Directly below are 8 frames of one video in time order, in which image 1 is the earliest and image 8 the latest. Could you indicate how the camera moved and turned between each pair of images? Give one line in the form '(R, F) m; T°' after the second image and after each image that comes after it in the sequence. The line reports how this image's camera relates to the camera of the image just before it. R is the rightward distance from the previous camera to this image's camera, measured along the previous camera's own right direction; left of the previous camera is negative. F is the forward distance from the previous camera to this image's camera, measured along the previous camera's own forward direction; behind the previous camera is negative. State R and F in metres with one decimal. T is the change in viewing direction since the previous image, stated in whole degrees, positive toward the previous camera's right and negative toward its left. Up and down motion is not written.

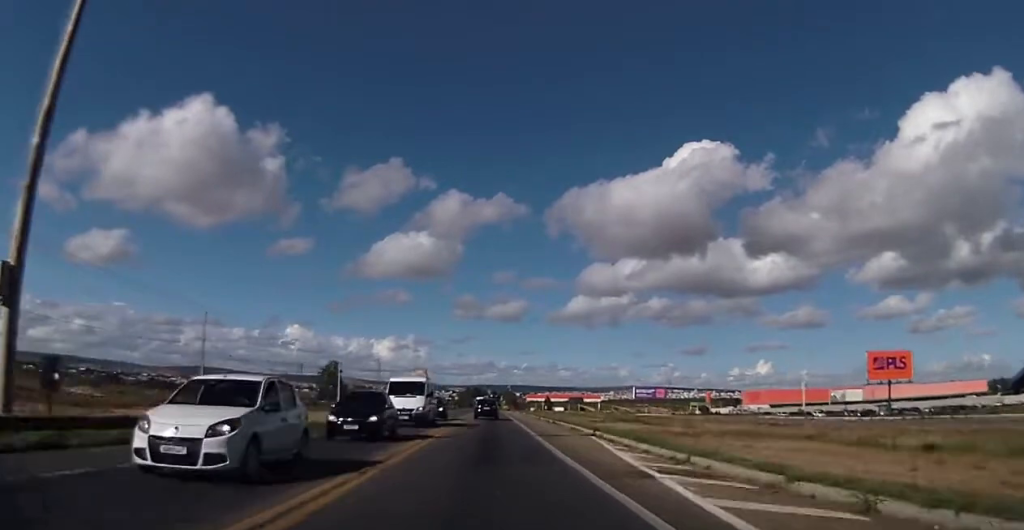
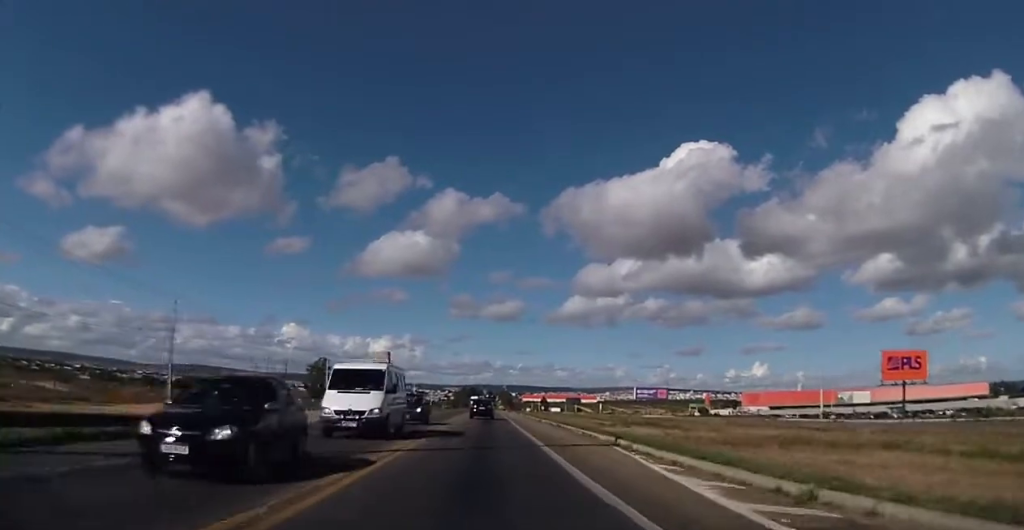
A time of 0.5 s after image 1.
(-0.4, +6.4) m; 0°
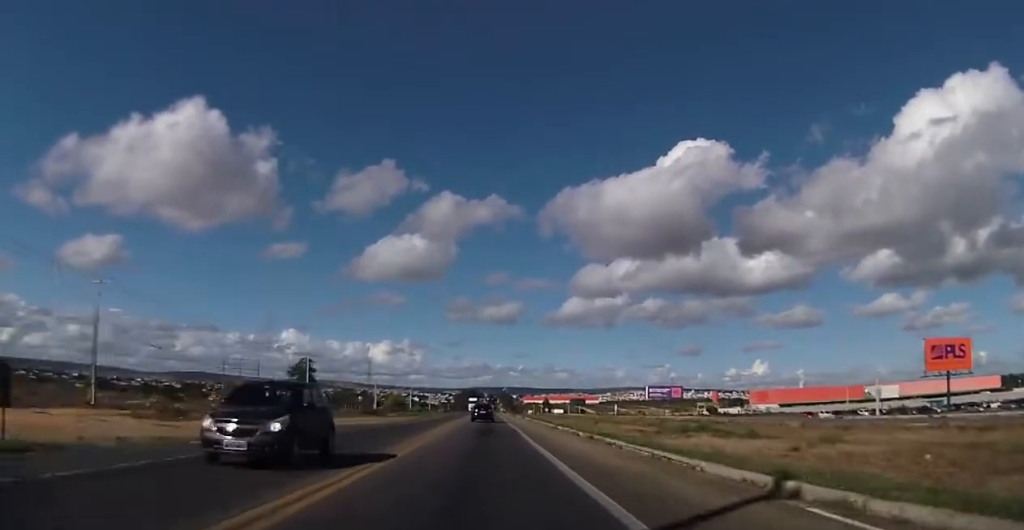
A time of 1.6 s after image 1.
(+0.3, +13.4) m; +2°
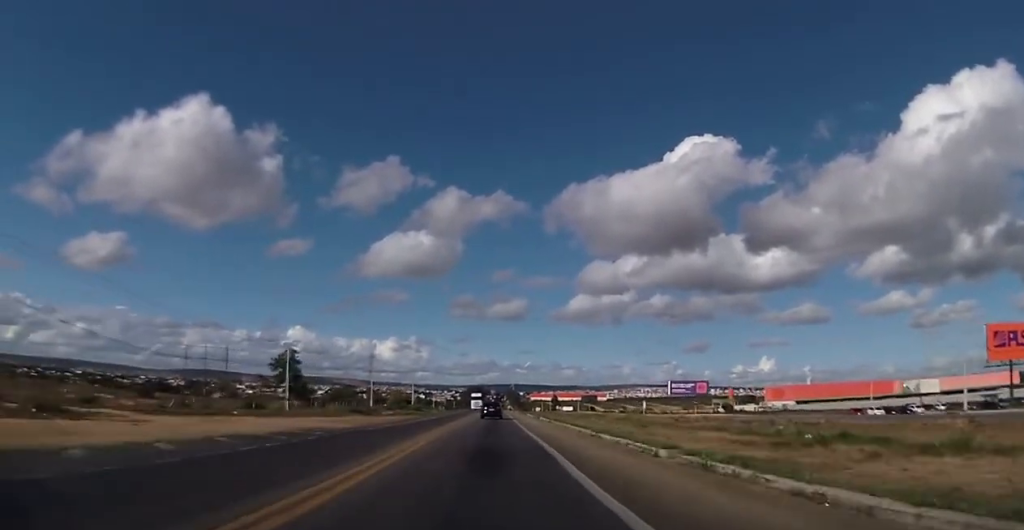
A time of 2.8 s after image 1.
(0.0, +14.5) m; -1°
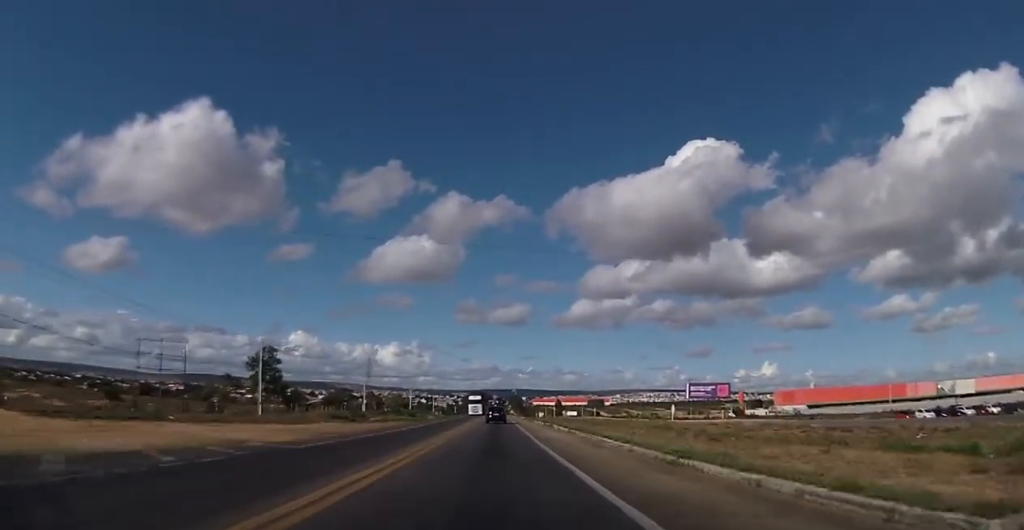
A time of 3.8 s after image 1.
(0.0, +12.4) m; 0°
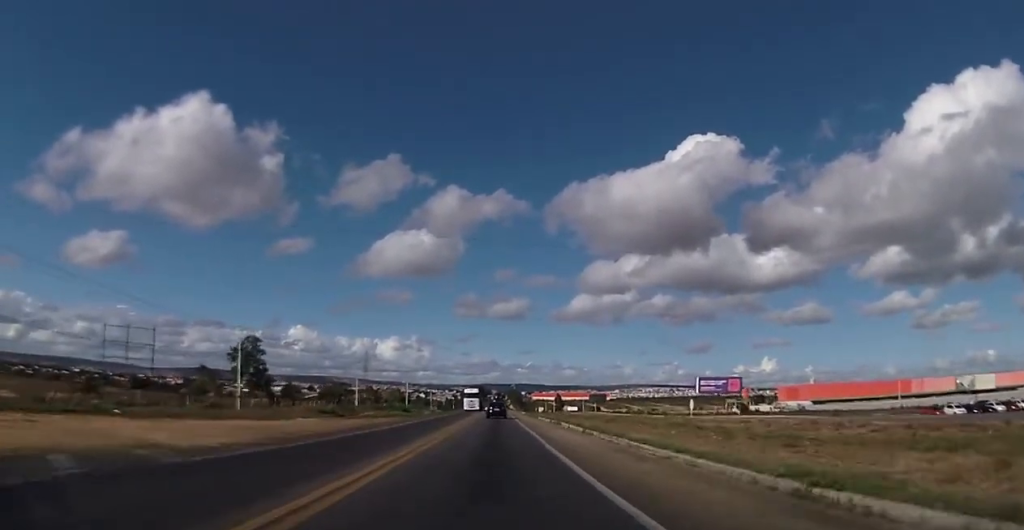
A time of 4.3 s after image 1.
(0.0, +7.1) m; 0°
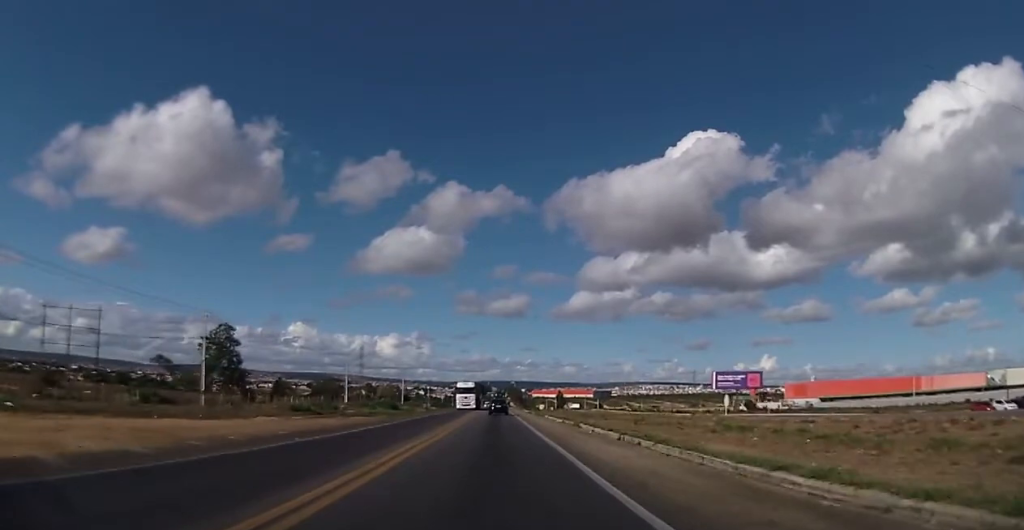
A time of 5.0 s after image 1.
(0.0, +9.9) m; +1°
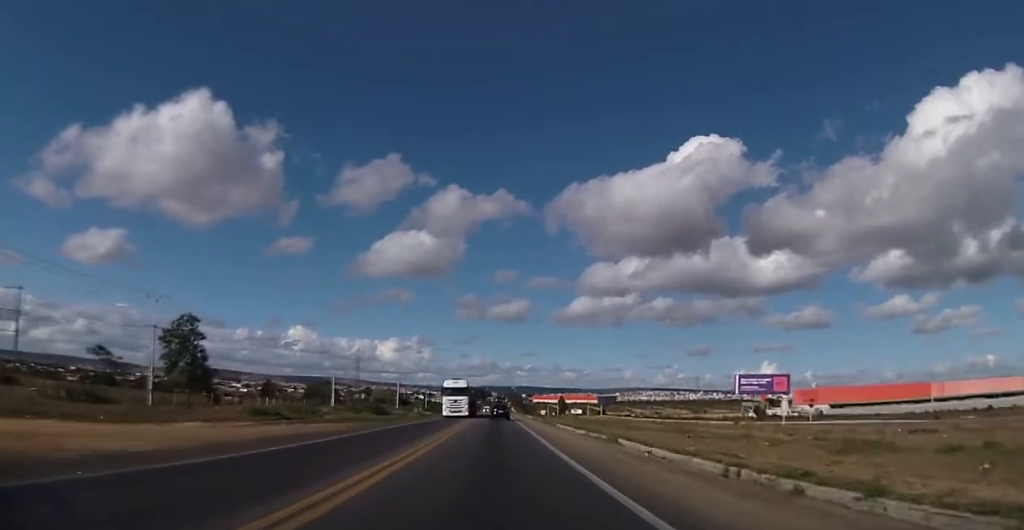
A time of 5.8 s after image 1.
(+0.1, +11.2) m; +1°
